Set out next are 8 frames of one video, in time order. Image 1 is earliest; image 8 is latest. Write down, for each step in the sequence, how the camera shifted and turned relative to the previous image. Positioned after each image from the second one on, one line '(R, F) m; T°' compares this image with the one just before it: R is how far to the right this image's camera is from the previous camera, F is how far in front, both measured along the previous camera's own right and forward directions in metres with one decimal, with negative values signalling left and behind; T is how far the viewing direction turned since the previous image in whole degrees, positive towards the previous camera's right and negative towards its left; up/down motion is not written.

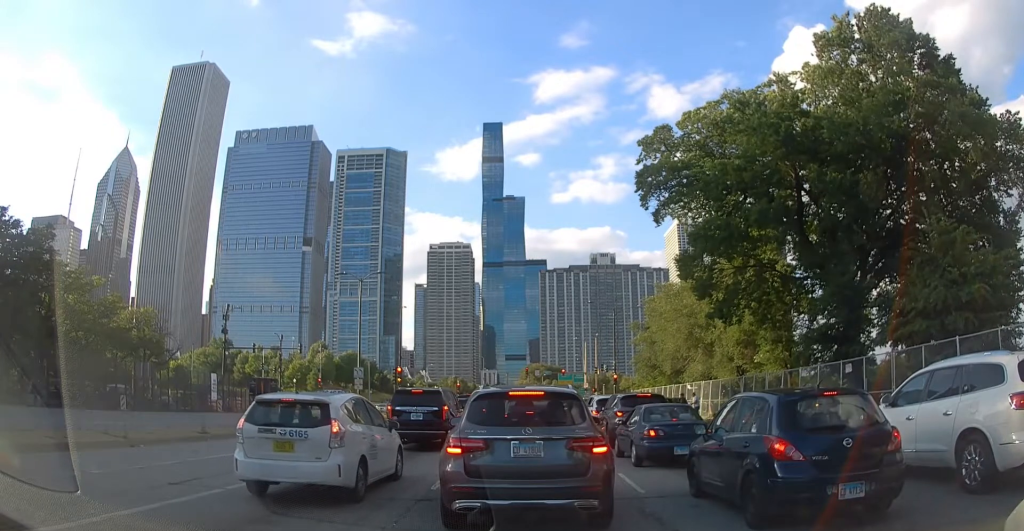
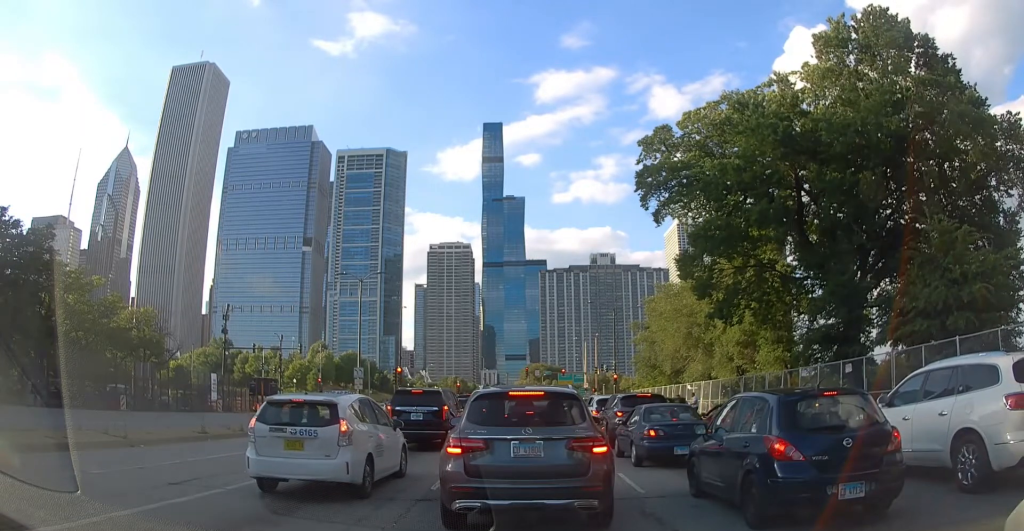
(0.0, 0.0) m; 0°
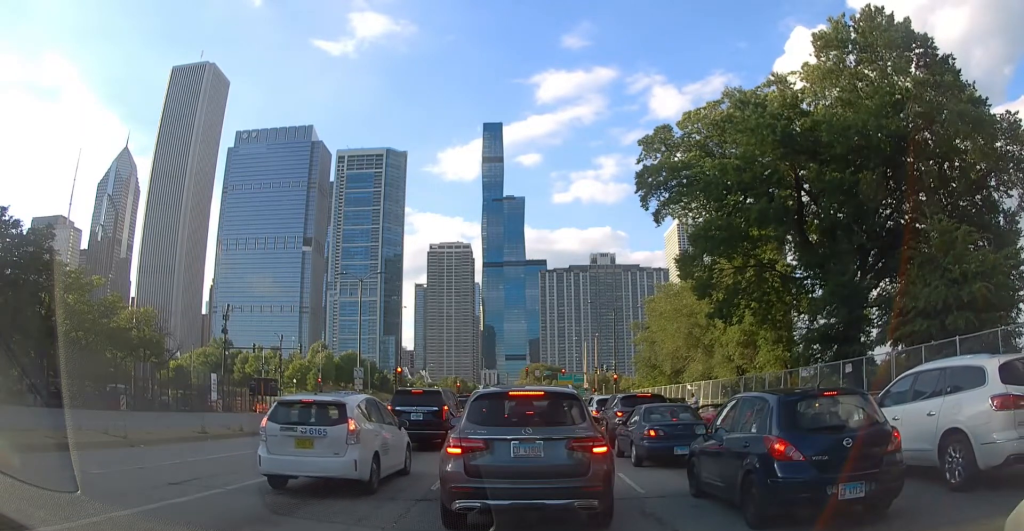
(0.0, 0.0) m; 0°
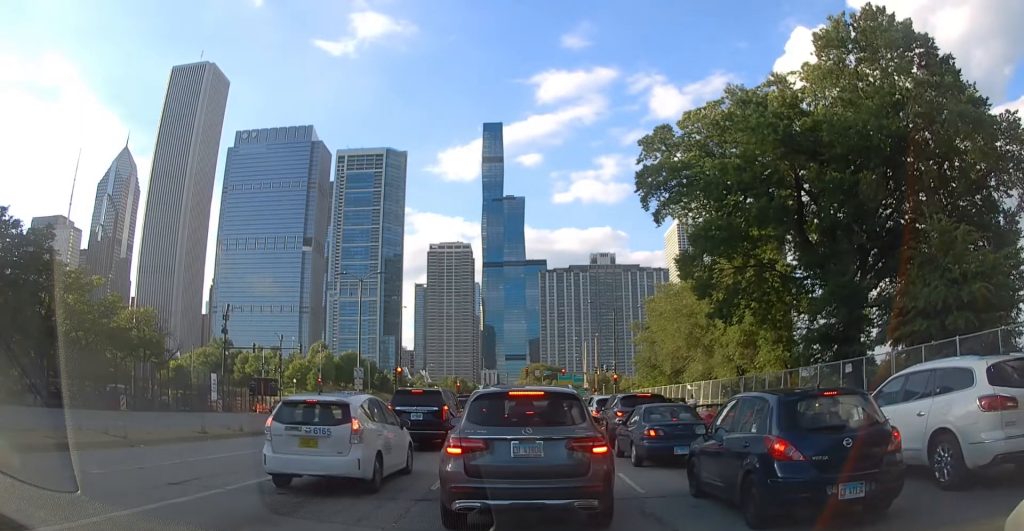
(0.0, 0.0) m; 0°
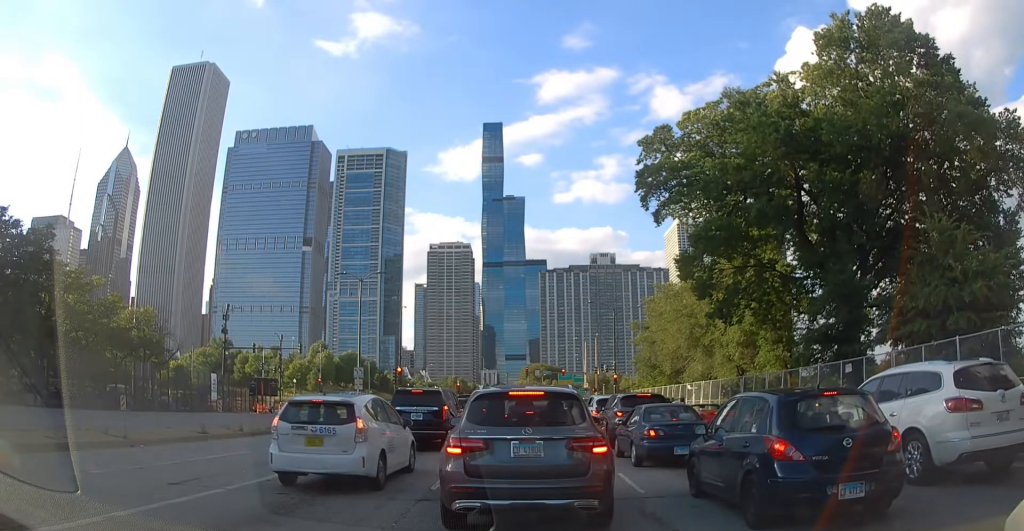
(0.0, +0.2) m; 0°
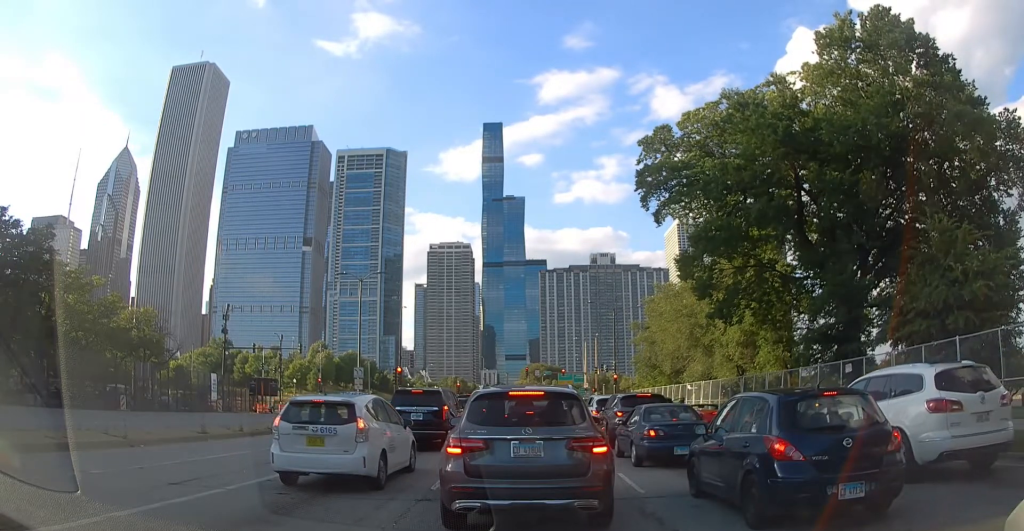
(0.0, 0.0) m; 0°
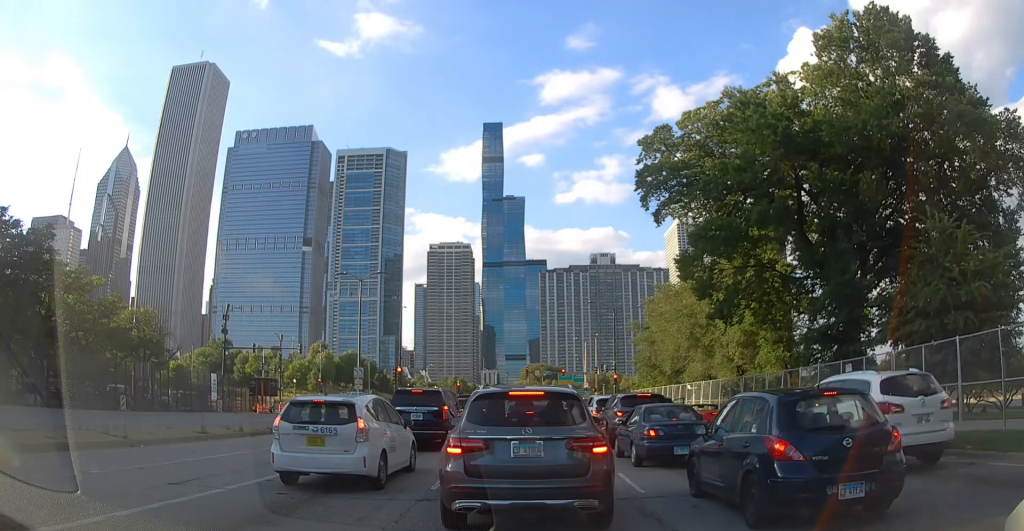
(0.0, +0.3) m; 0°
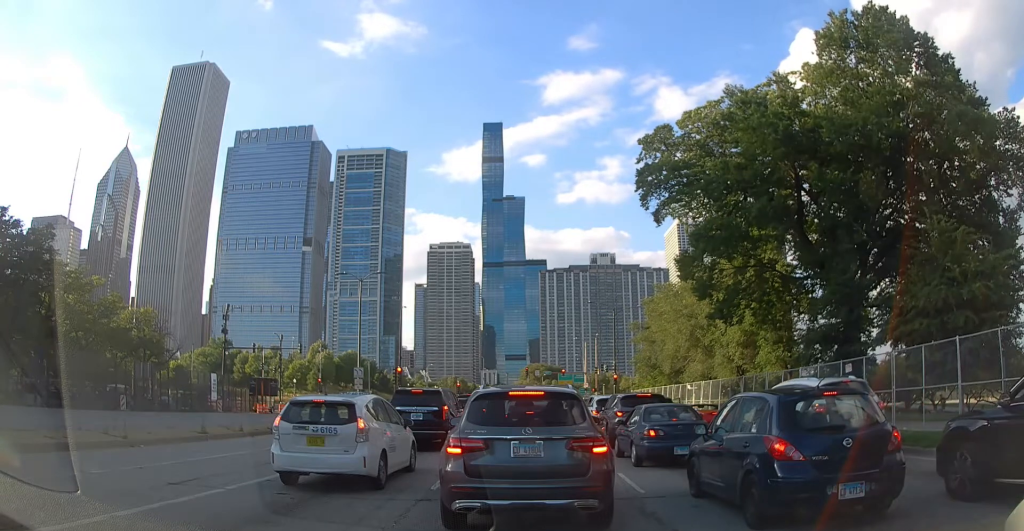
(0.0, 0.0) m; 0°
